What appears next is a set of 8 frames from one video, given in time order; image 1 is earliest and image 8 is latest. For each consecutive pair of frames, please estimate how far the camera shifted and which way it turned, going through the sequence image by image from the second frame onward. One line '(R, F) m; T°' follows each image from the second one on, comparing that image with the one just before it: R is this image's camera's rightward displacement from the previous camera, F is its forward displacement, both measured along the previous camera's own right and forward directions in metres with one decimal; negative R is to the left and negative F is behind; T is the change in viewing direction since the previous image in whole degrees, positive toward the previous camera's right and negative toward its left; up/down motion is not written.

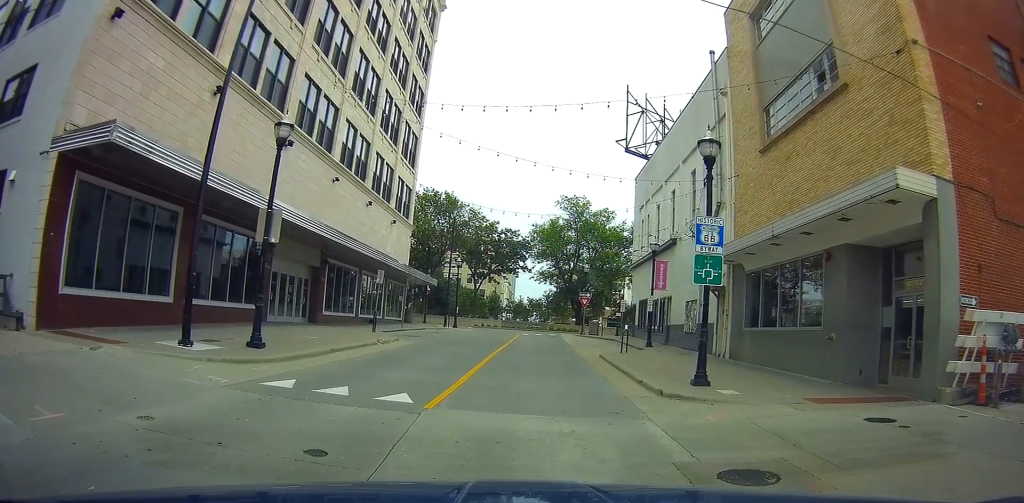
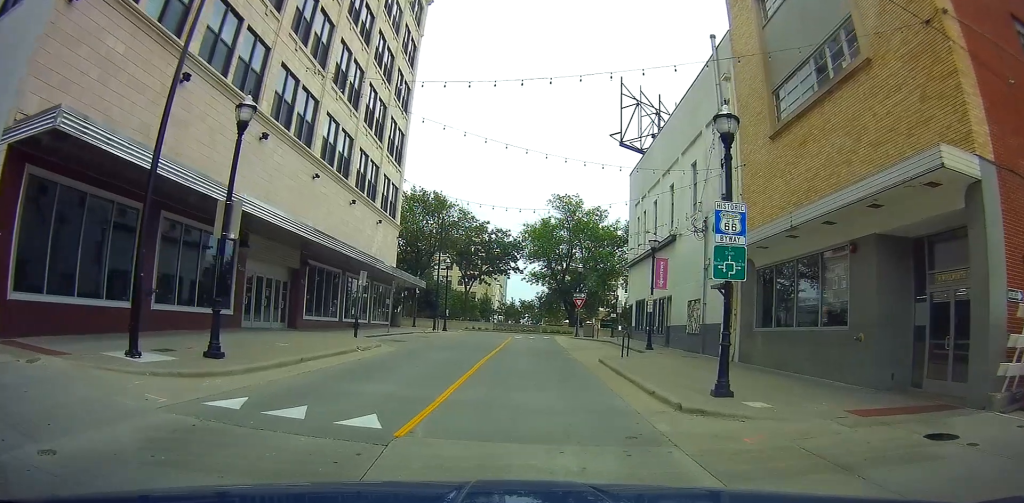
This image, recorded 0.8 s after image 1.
(0.0, +1.8) m; -1°
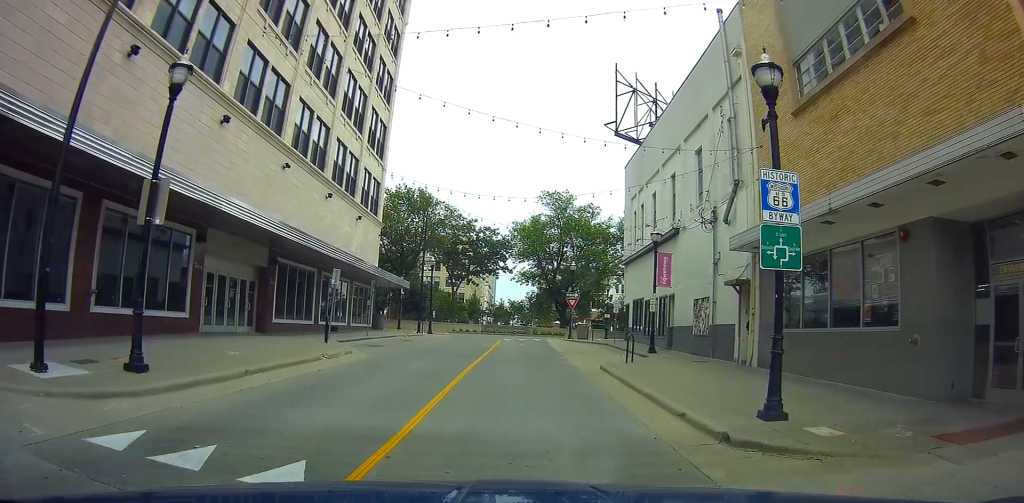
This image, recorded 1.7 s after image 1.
(0.0, +2.7) m; -3°
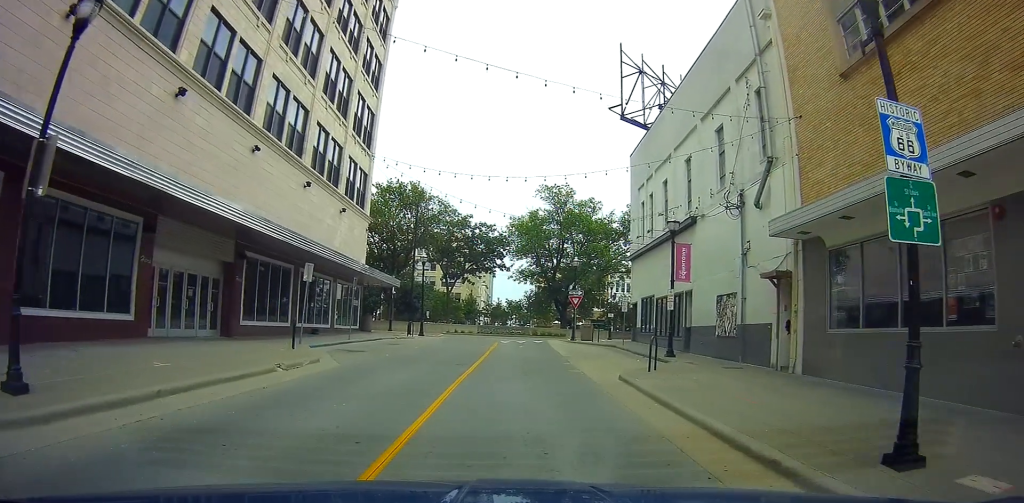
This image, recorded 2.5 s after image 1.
(-0.2, +3.3) m; +1°
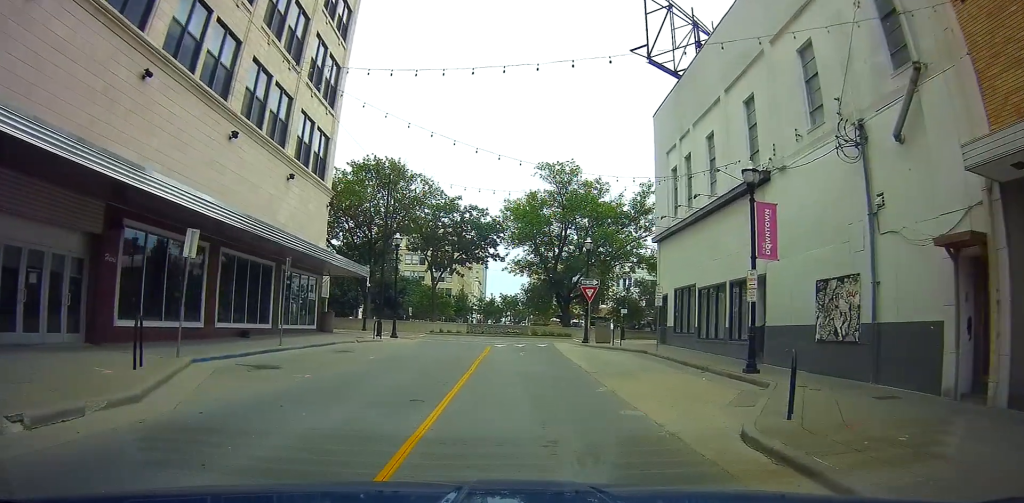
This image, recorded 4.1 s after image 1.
(+0.4, +8.0) m; +5°
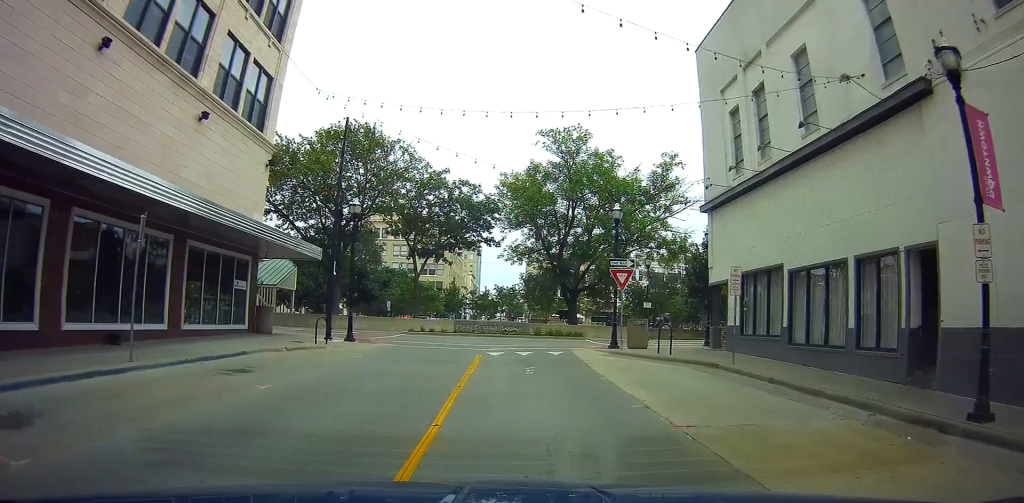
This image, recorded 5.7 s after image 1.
(+0.3, +8.1) m; -1°
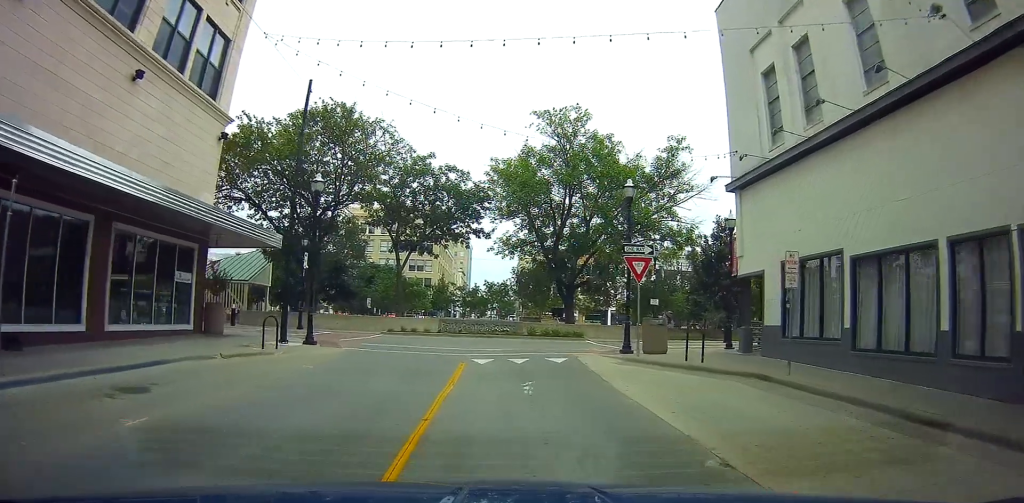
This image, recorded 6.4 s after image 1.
(-0.4, +3.6) m; 0°
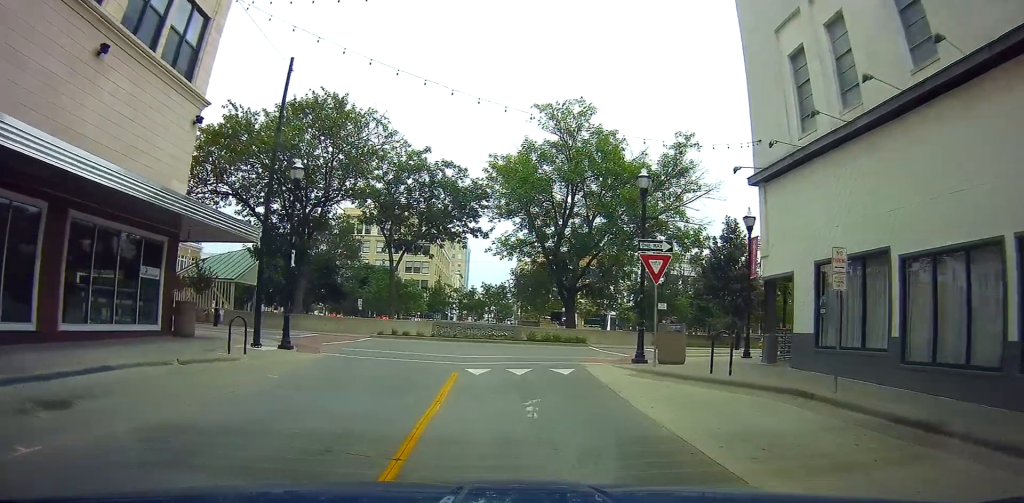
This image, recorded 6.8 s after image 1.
(0.0, +1.9) m; 0°
